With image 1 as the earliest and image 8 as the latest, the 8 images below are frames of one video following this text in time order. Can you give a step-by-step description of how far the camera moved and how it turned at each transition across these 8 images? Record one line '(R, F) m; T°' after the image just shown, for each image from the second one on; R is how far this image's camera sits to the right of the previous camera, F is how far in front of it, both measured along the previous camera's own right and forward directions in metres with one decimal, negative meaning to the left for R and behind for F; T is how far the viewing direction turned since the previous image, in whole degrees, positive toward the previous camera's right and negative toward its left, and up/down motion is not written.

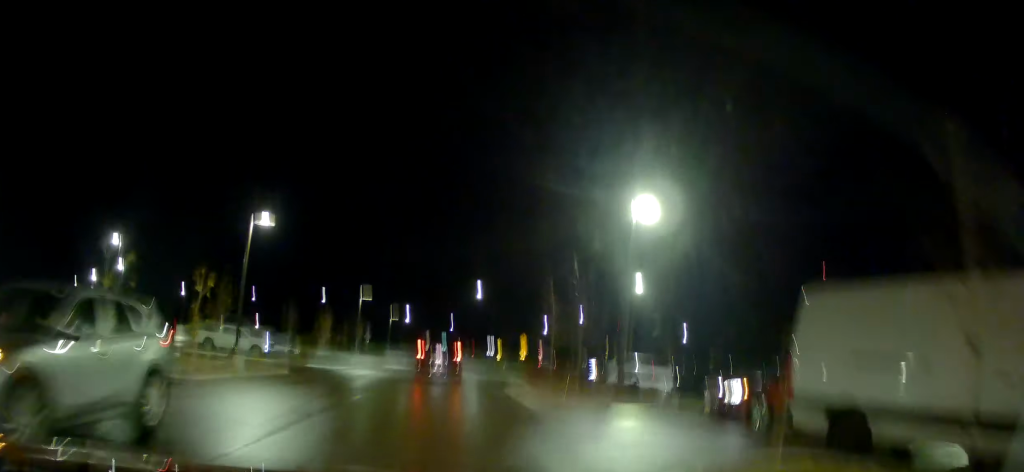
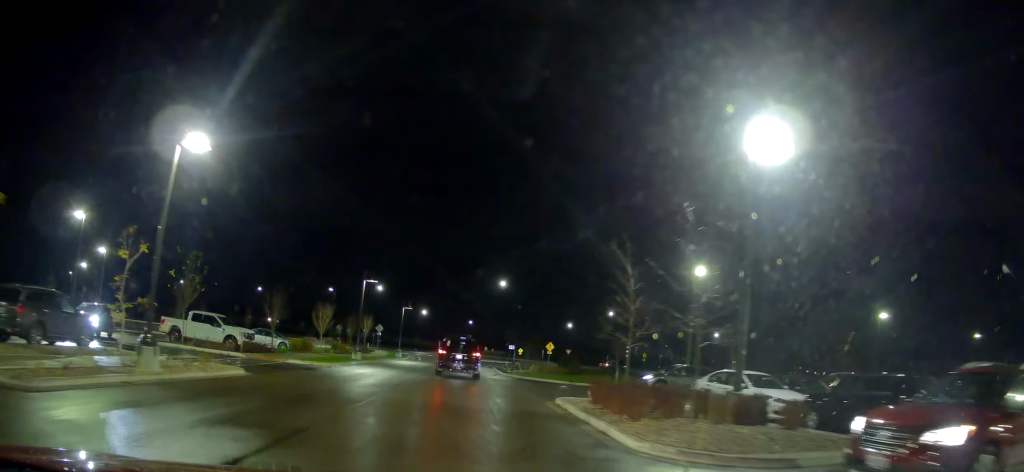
(0.0, +8.5) m; 0°
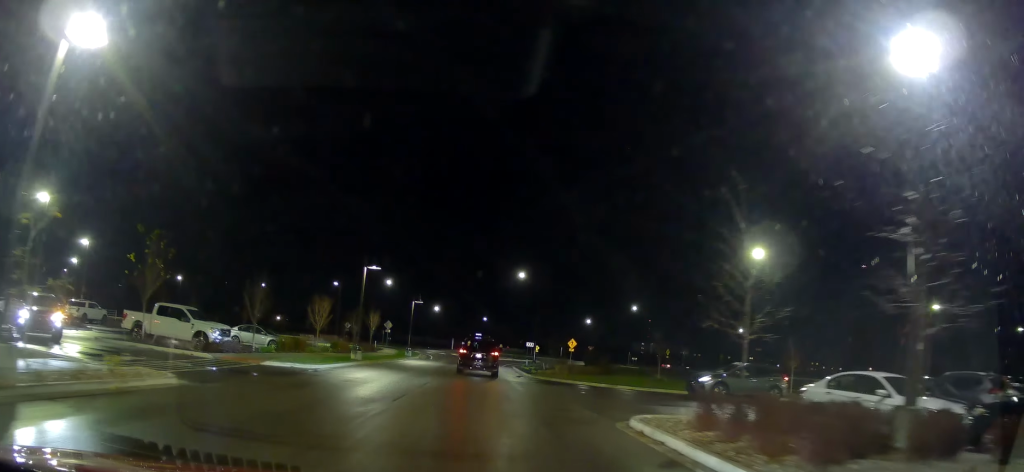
(+0.1, +6.3) m; -3°
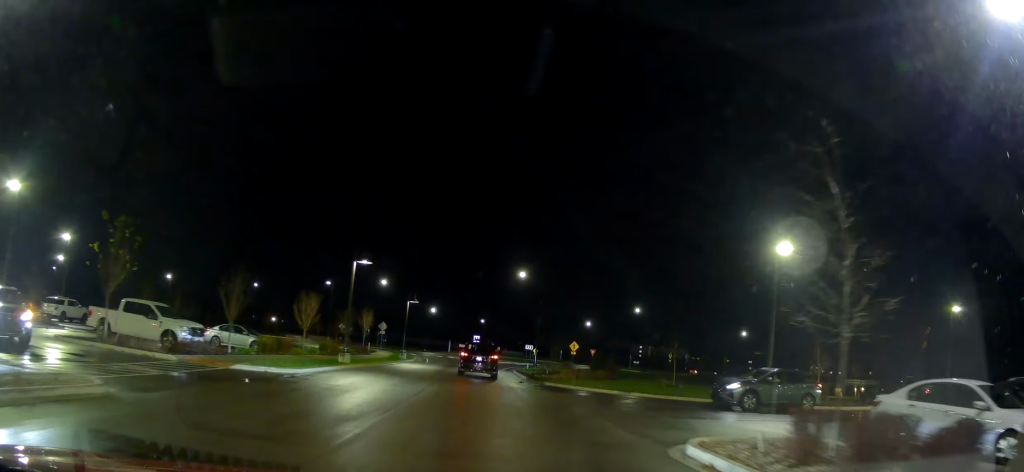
(-0.2, +3.4) m; -2°
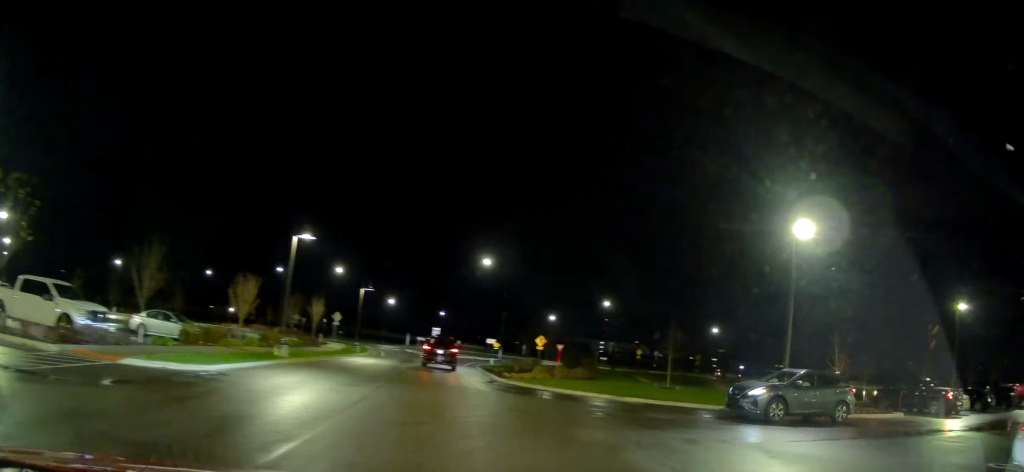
(-0.1, +6.0) m; +6°
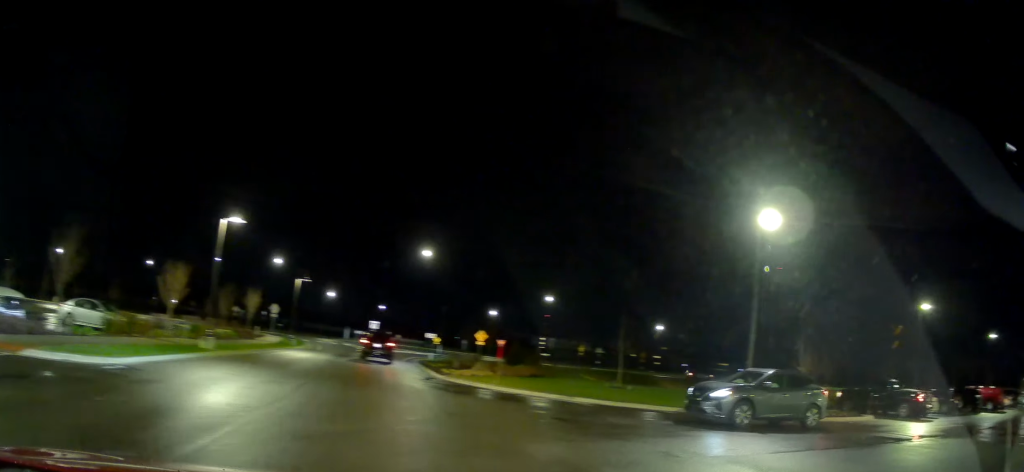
(-0.2, +2.4) m; +5°
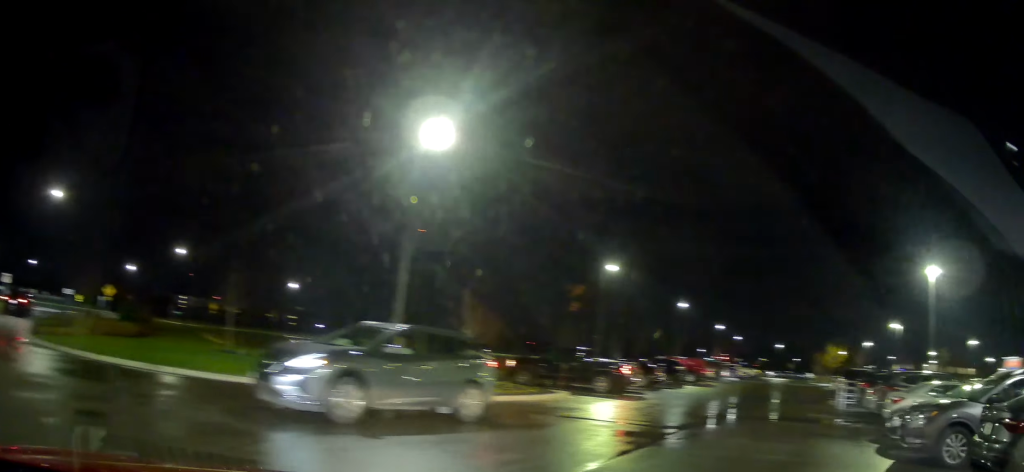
(+1.1, +7.3) m; +14°
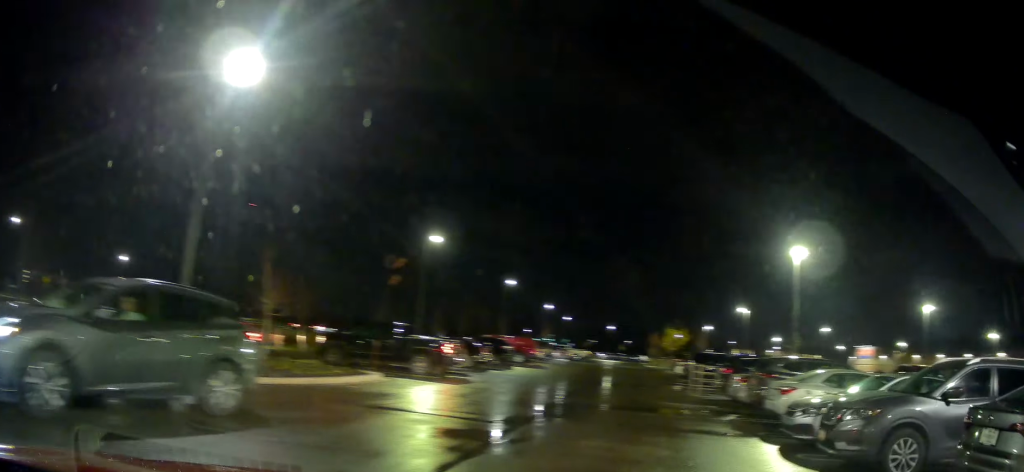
(+0.1, +3.1) m; +10°
